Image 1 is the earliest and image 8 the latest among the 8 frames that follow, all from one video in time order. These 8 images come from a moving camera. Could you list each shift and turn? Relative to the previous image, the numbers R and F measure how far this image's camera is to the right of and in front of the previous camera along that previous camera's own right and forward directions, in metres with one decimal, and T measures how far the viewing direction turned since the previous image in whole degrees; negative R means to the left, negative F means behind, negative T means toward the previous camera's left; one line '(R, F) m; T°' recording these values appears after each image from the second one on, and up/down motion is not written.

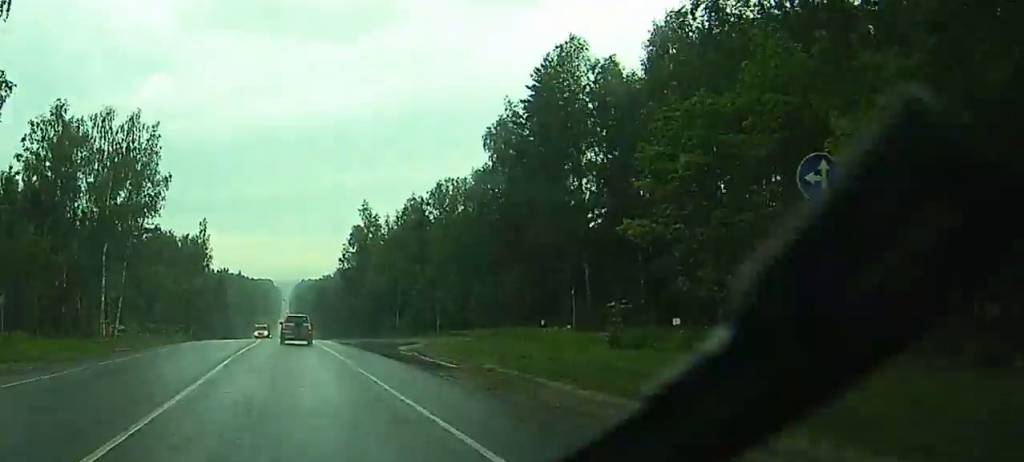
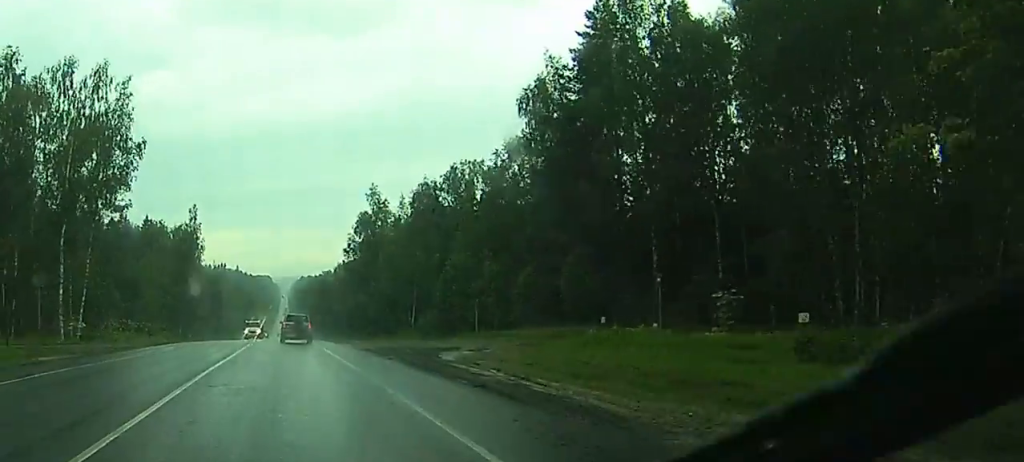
(-0.2, +13.6) m; -1°
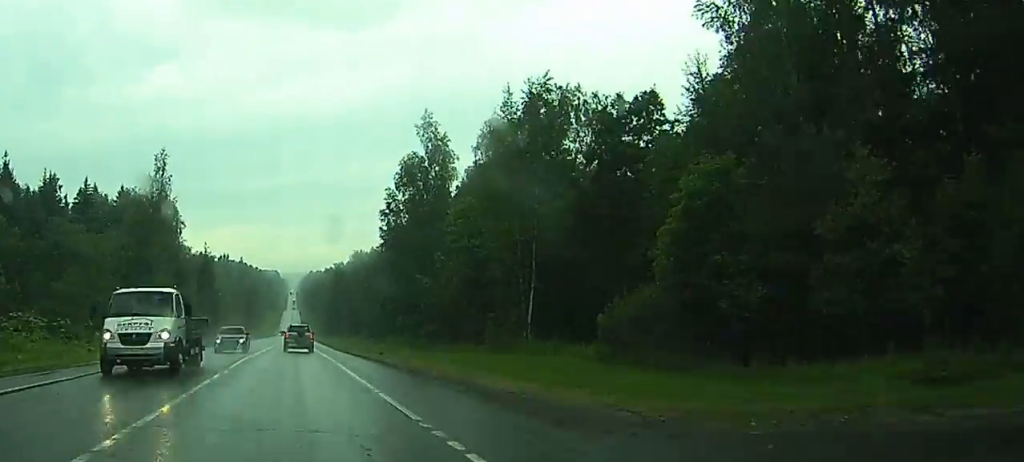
(+0.2, +41.7) m; 0°
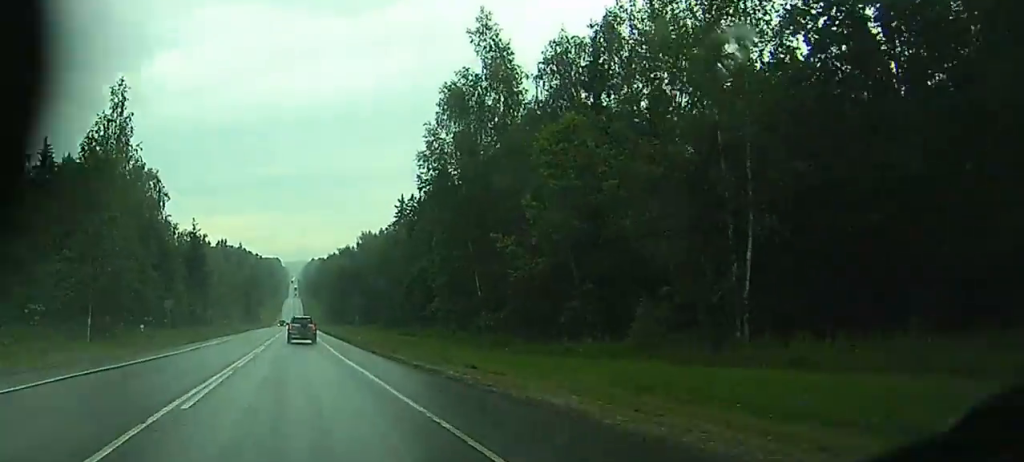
(-0.1, +24.0) m; -1°
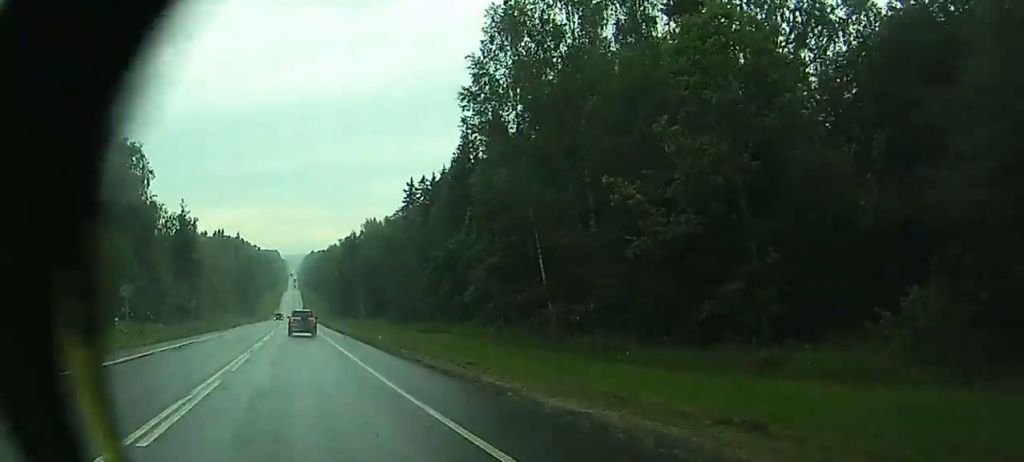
(-0.1, +15.5) m; 0°
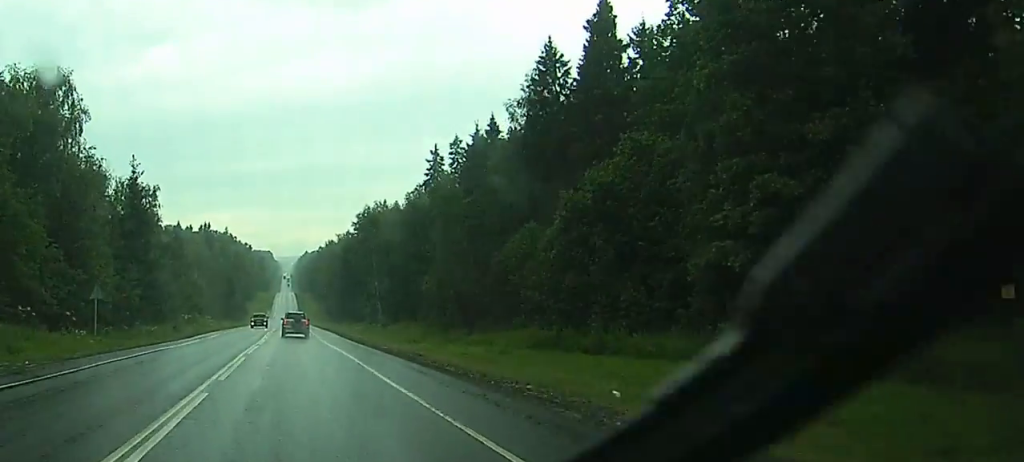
(-0.2, +38.8) m; 0°
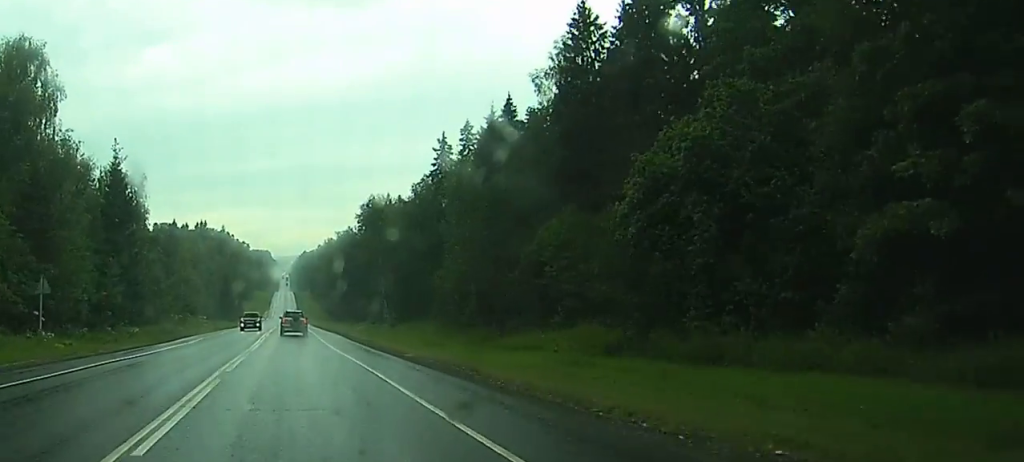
(0.0, +9.3) m; 0°
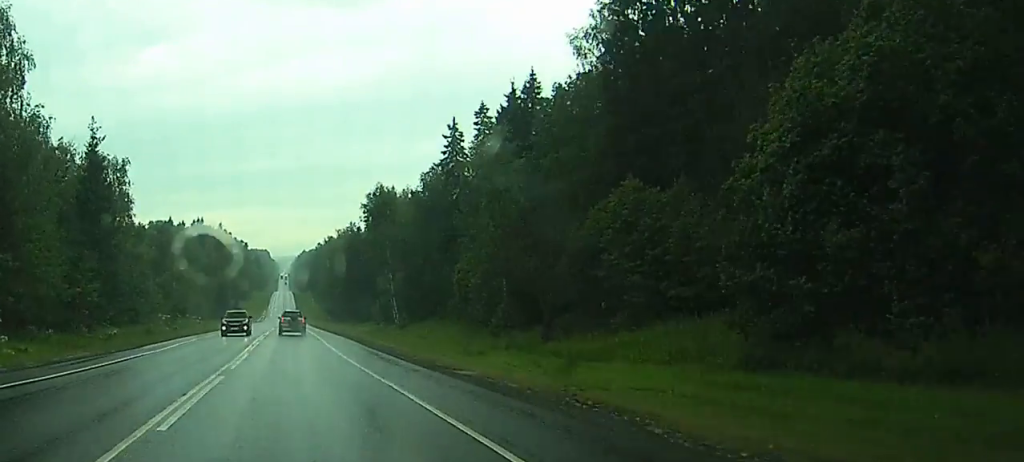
(0.0, +10.2) m; 0°
